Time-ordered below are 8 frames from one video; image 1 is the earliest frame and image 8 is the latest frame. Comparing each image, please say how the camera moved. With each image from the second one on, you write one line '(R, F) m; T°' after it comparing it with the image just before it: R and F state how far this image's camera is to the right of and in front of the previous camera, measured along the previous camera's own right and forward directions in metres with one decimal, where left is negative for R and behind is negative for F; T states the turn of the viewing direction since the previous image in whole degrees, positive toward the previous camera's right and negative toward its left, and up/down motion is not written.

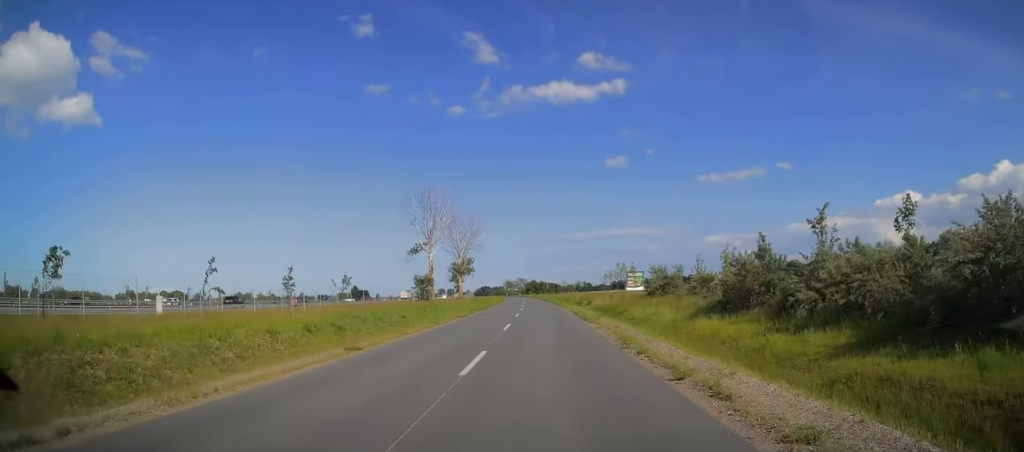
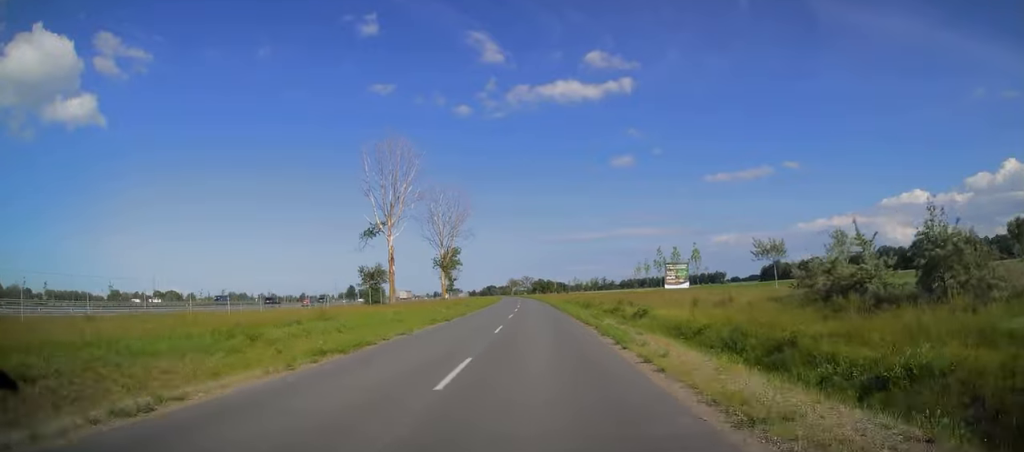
(-0.1, +36.5) m; -1°
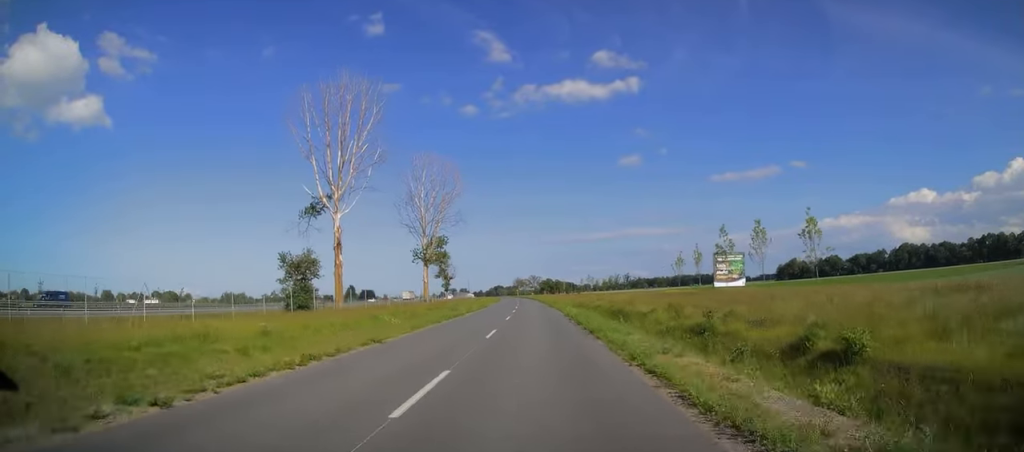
(-0.4, +25.3) m; 0°
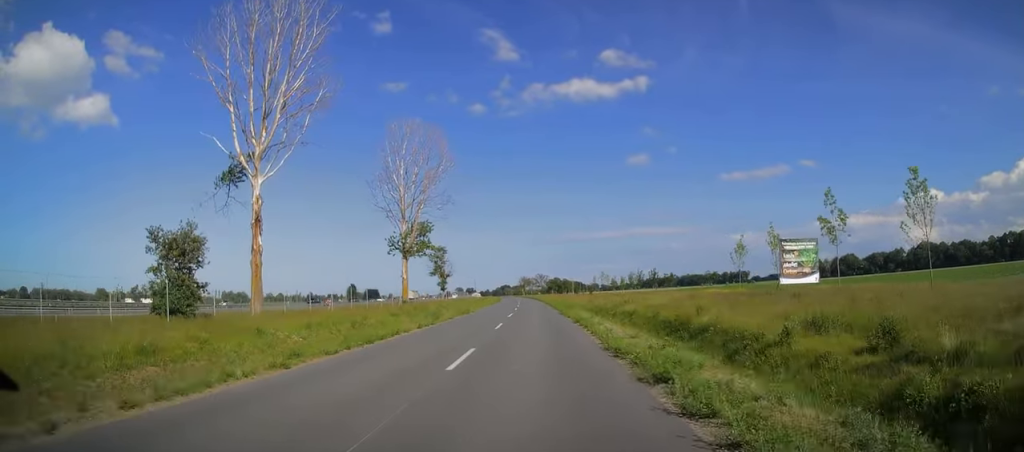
(+0.2, +19.4) m; -1°
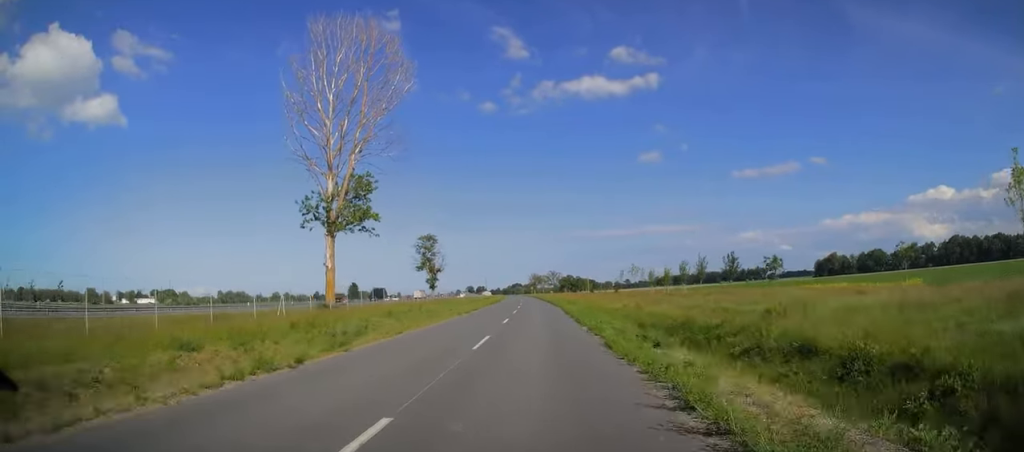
(-0.6, +31.5) m; -1°
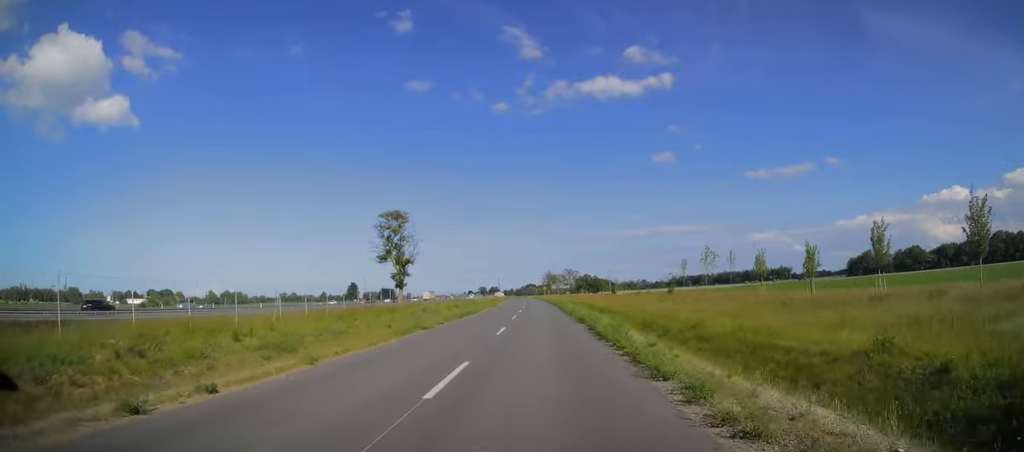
(-0.1, +41.7) m; -1°
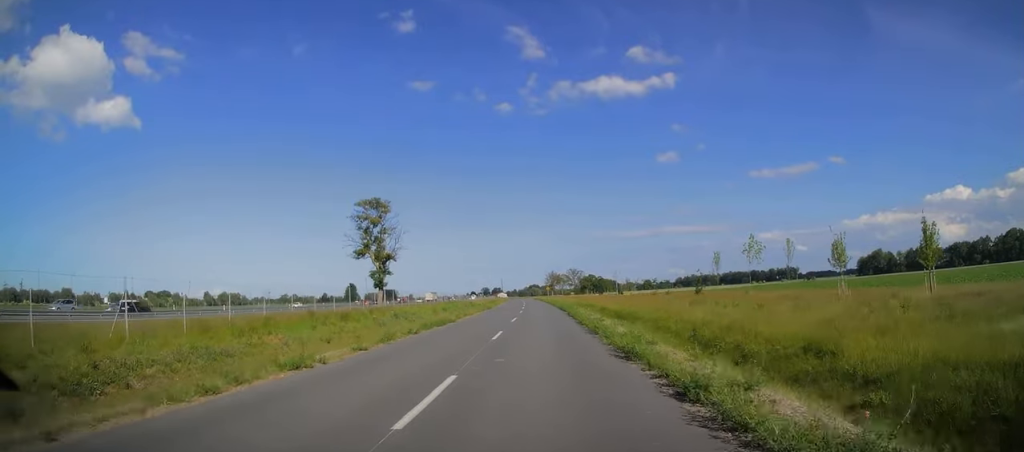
(0.0, +13.5) m; -1°
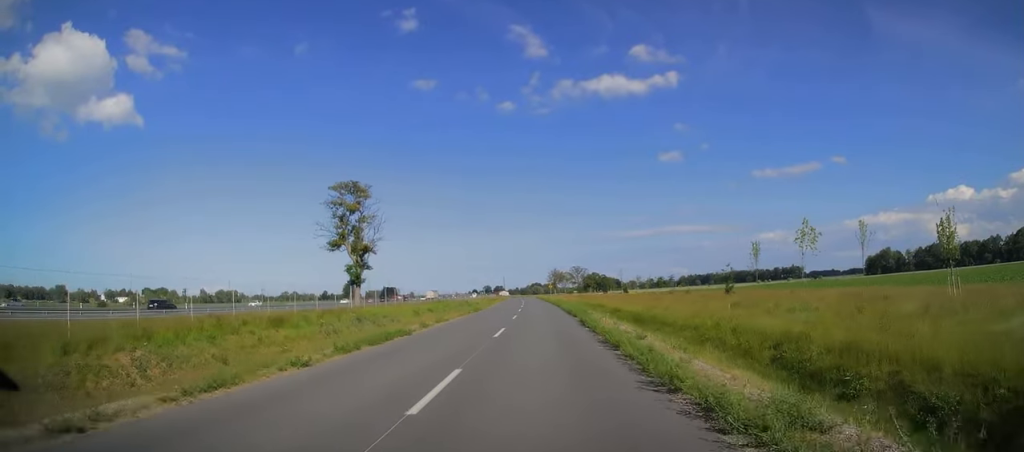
(-0.2, +10.9) m; 0°
